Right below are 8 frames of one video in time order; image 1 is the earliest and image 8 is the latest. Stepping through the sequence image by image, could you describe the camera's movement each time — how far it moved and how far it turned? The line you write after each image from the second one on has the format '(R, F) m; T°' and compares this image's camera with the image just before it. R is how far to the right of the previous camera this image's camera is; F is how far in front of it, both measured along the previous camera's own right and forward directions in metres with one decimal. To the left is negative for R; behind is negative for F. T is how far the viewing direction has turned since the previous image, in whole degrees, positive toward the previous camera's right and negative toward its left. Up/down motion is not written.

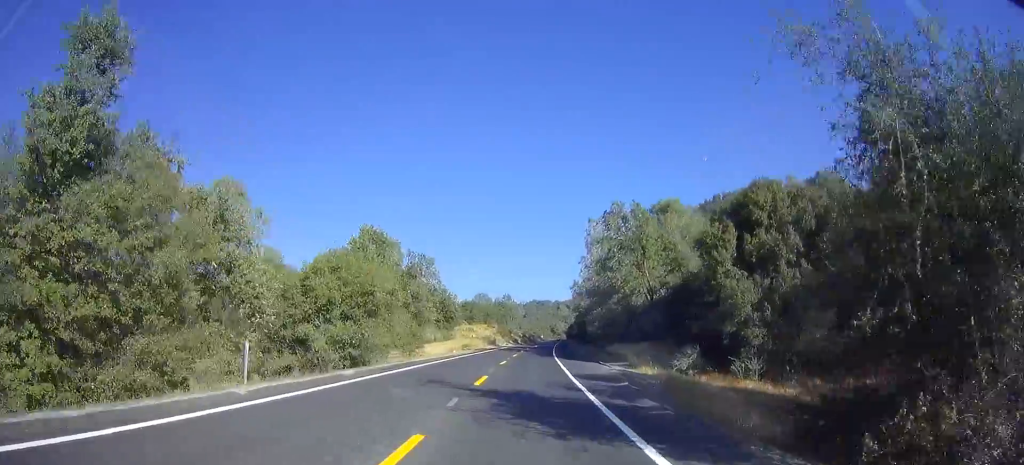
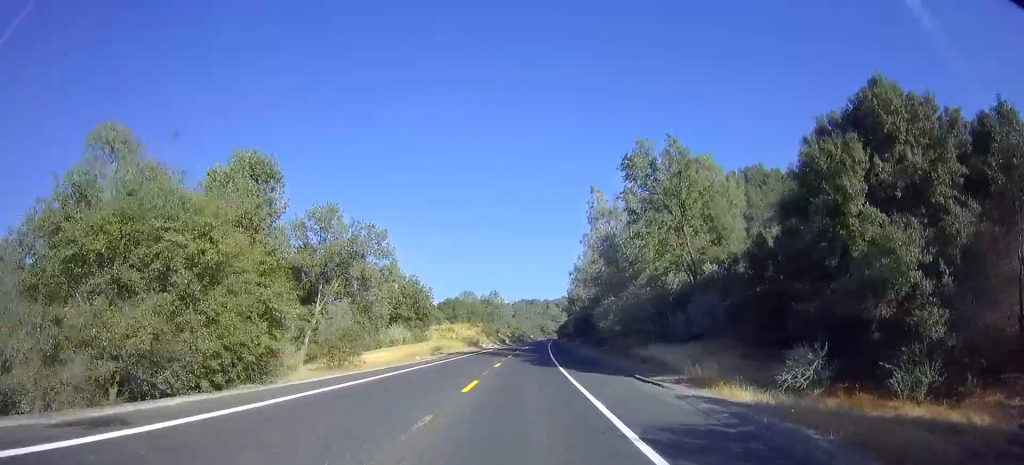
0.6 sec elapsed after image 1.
(0.0, +16.1) m; +1°
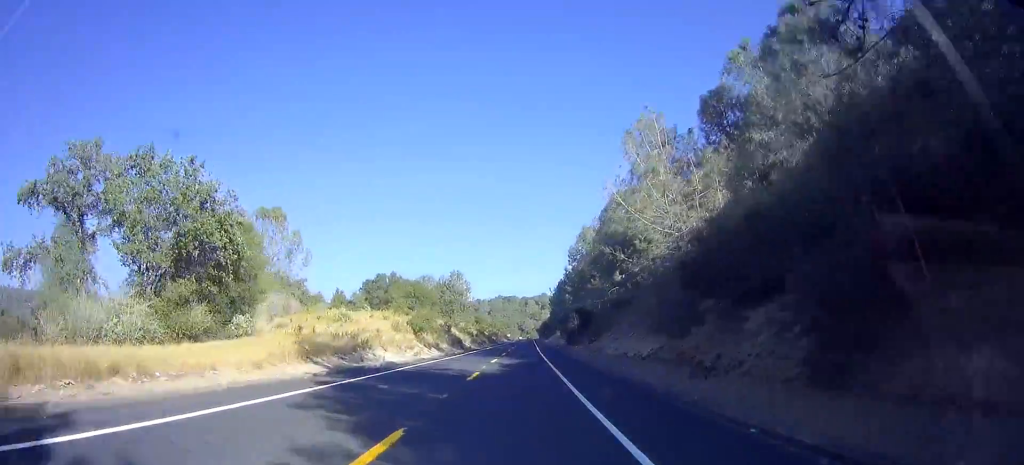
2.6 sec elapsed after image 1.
(+1.8, +52.7) m; +3°
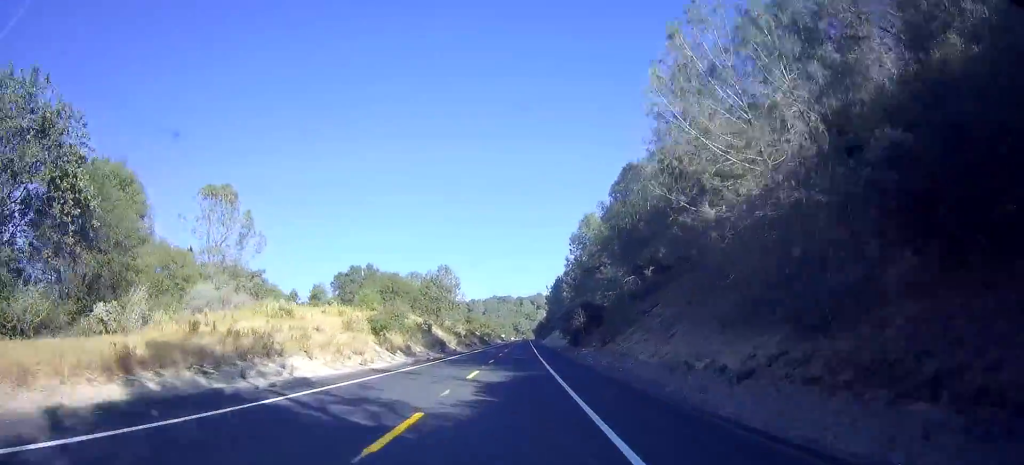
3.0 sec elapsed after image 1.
(+0.1, +12.5) m; 0°
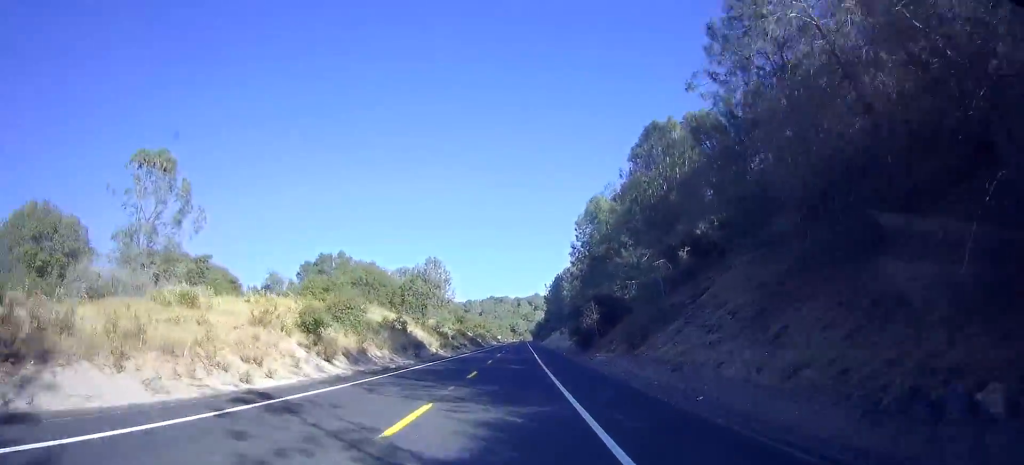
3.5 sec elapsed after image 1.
(0.0, +12.6) m; 0°
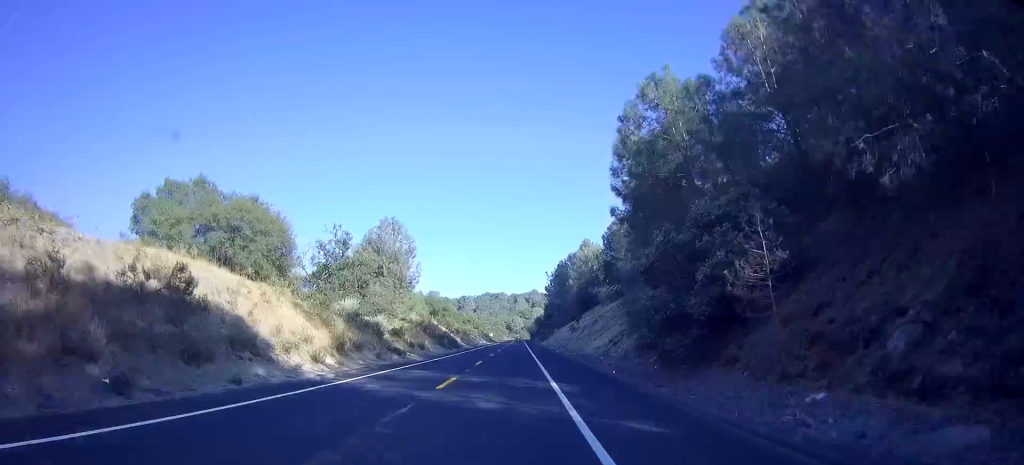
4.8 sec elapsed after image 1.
(+0.3, +34.6) m; 0°
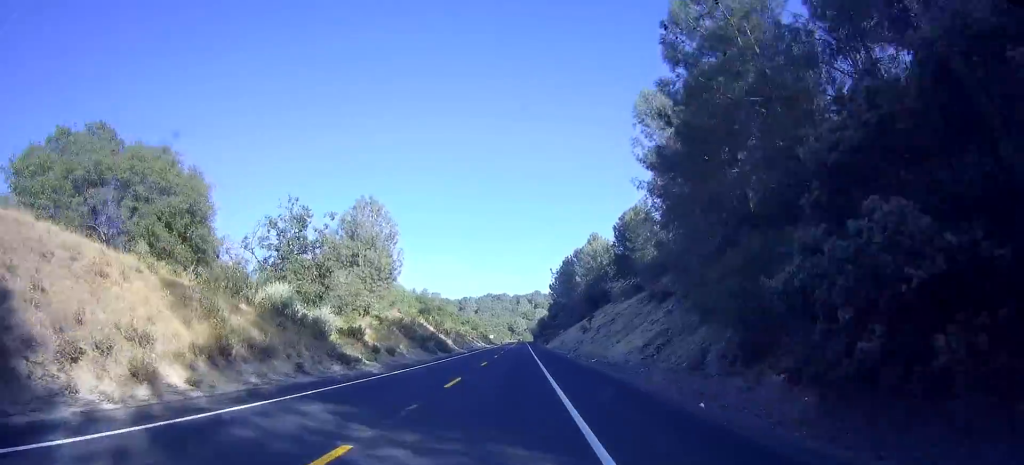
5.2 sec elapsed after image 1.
(+0.1, +12.8) m; 0°
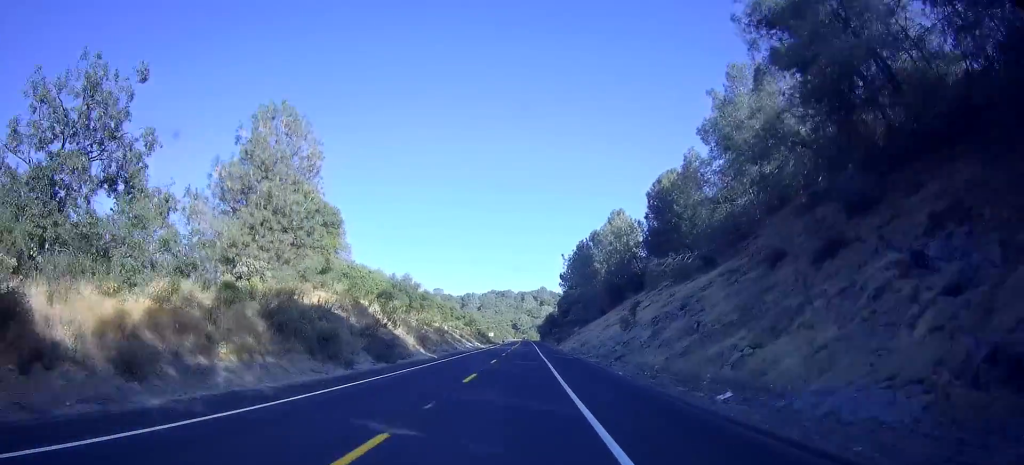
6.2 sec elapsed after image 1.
(-0.3, +27.6) m; 0°
